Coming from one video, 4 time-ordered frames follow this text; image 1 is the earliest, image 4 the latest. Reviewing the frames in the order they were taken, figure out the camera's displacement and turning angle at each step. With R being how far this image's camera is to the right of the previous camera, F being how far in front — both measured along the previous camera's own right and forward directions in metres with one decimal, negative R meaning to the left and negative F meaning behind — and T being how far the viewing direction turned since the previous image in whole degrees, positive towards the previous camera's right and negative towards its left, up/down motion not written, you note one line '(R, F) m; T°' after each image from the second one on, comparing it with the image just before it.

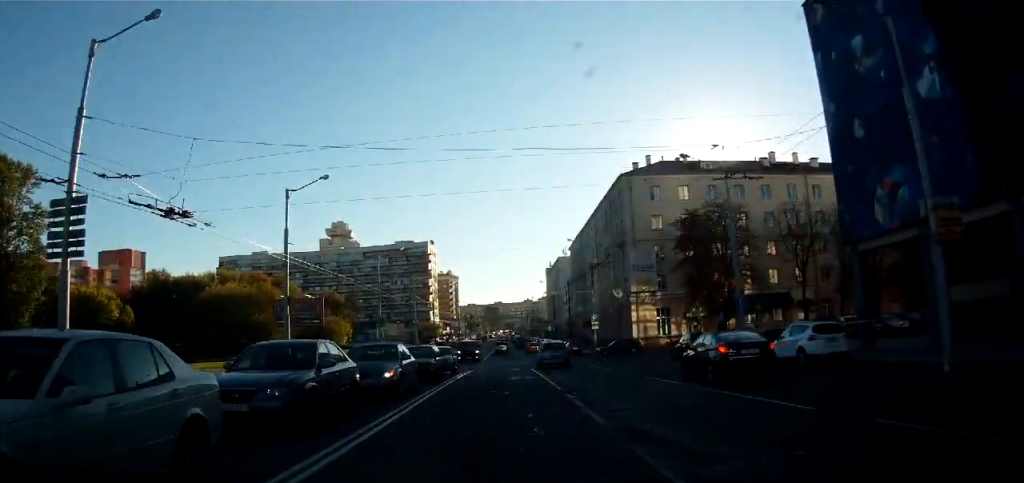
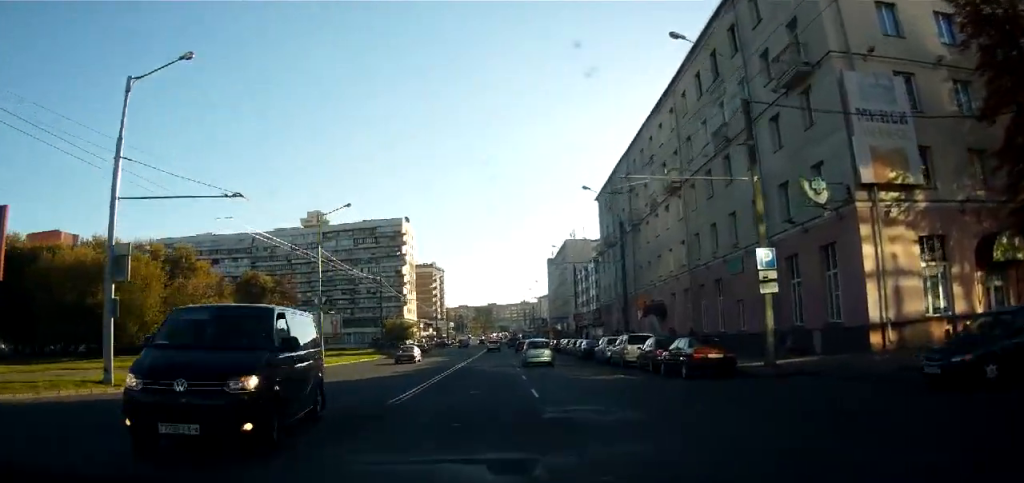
(+0.2, +47.7) m; 0°
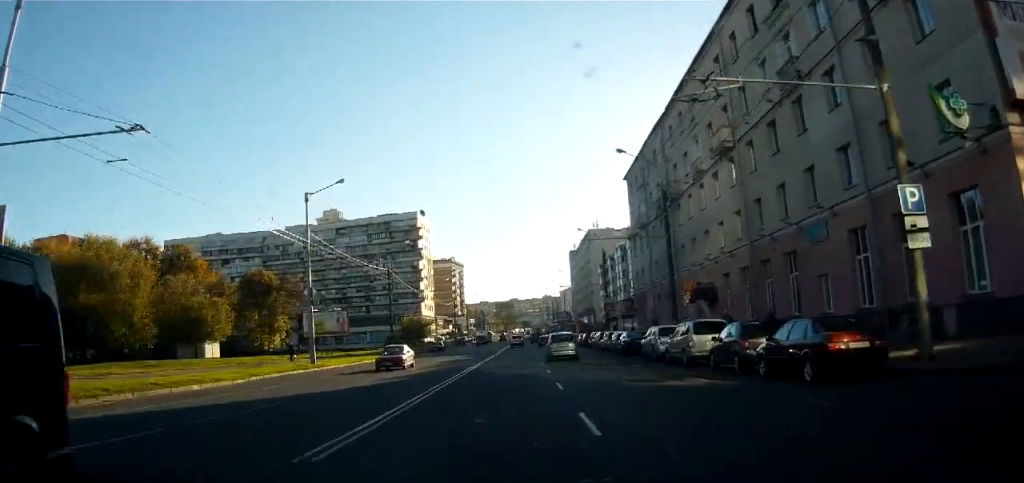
(+0.1, +8.0) m; 0°
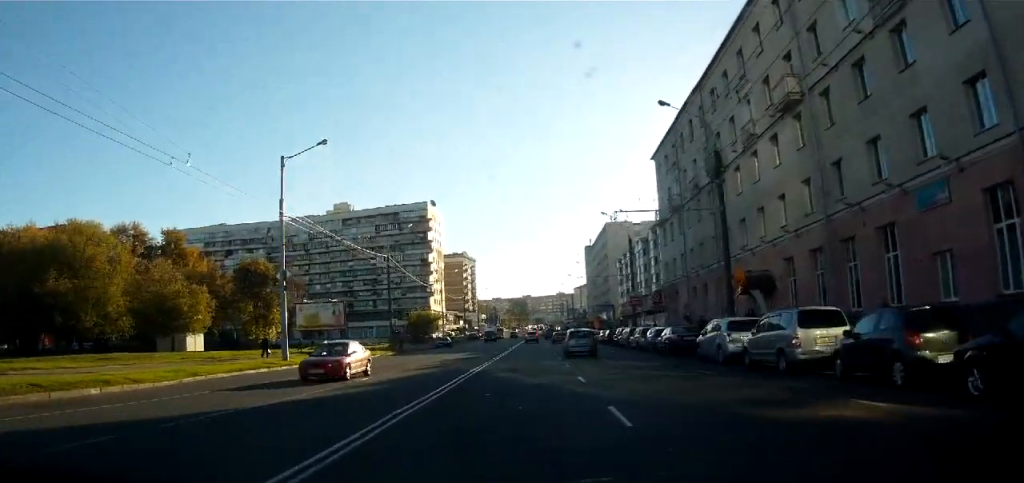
(-0.2, +7.4) m; -1°
